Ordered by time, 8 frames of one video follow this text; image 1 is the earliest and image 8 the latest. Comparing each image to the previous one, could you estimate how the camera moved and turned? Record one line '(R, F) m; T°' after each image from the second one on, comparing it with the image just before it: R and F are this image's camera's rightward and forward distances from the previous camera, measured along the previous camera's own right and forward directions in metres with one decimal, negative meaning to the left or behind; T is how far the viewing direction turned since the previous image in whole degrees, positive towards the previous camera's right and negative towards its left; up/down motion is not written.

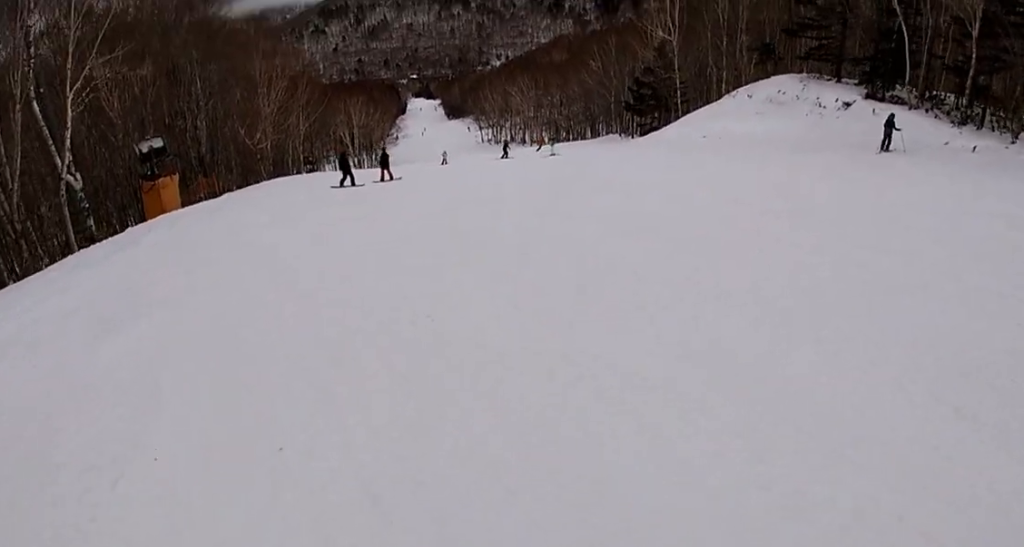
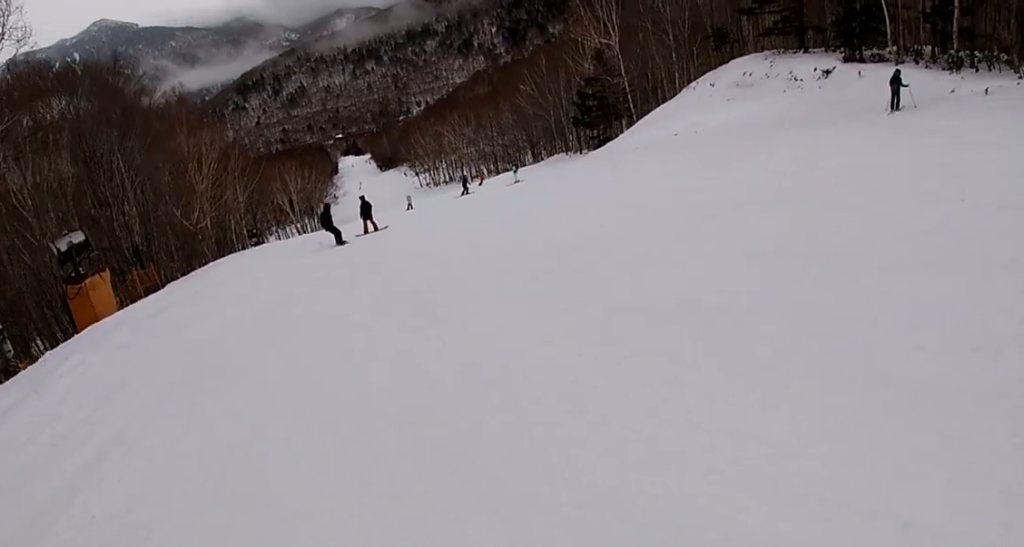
(0.0, +4.2) m; +3°
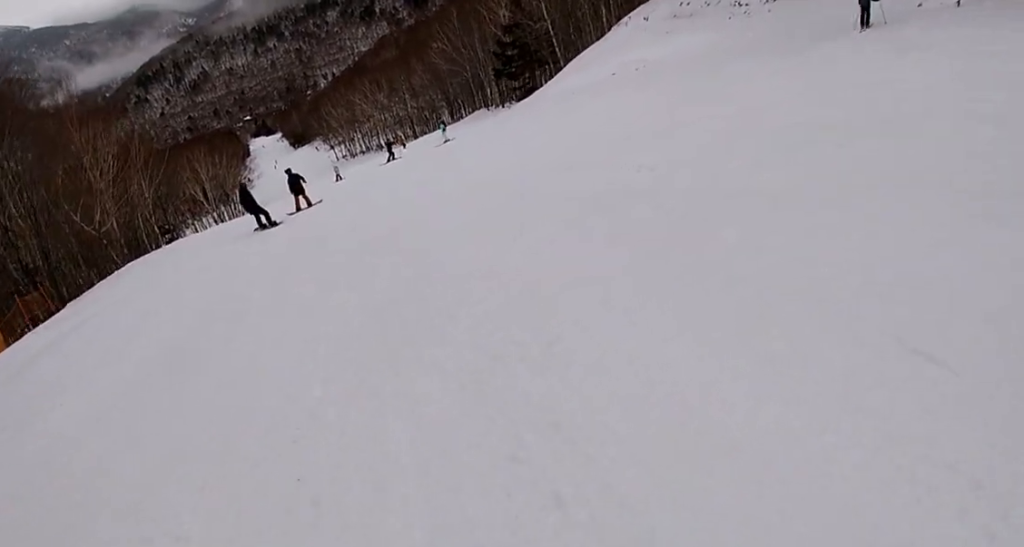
(+0.2, +3.1) m; +4°
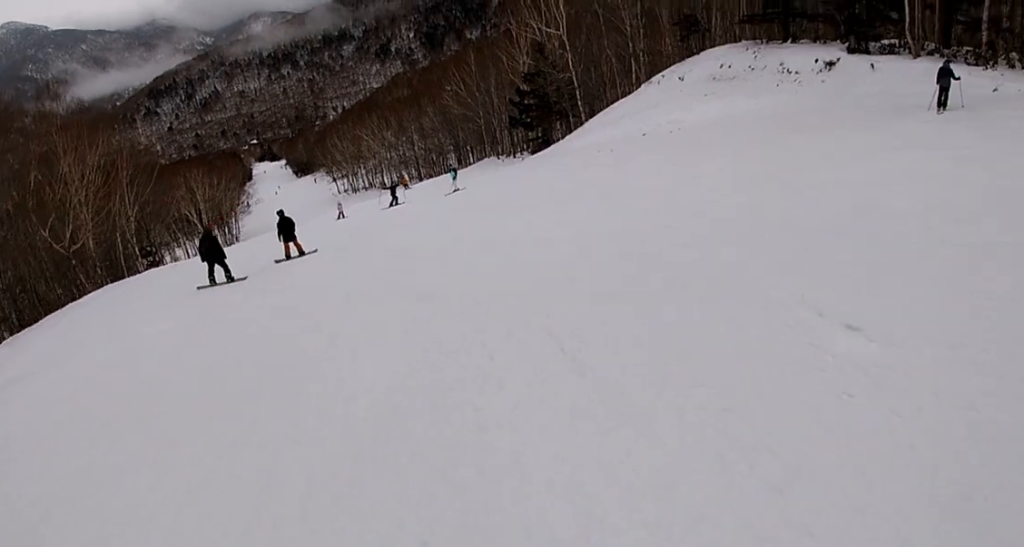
(+0.1, +3.6) m; +4°
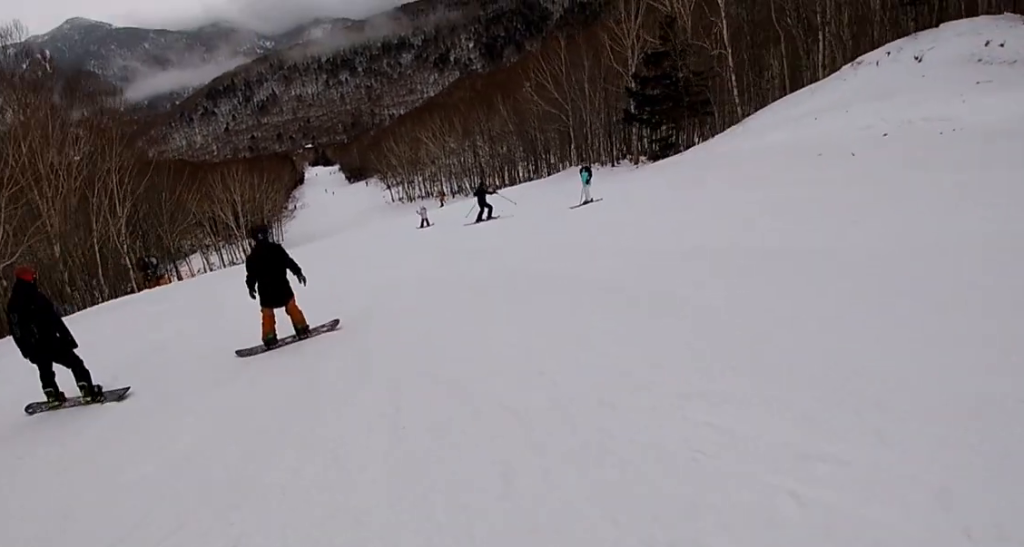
(+1.5, +12.6) m; 0°
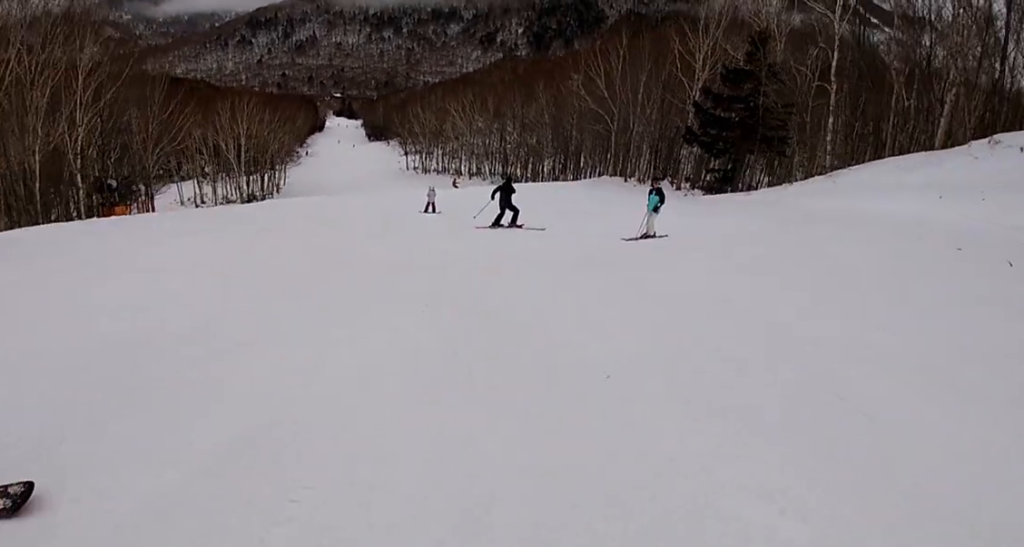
(-0.6, +5.7) m; -9°
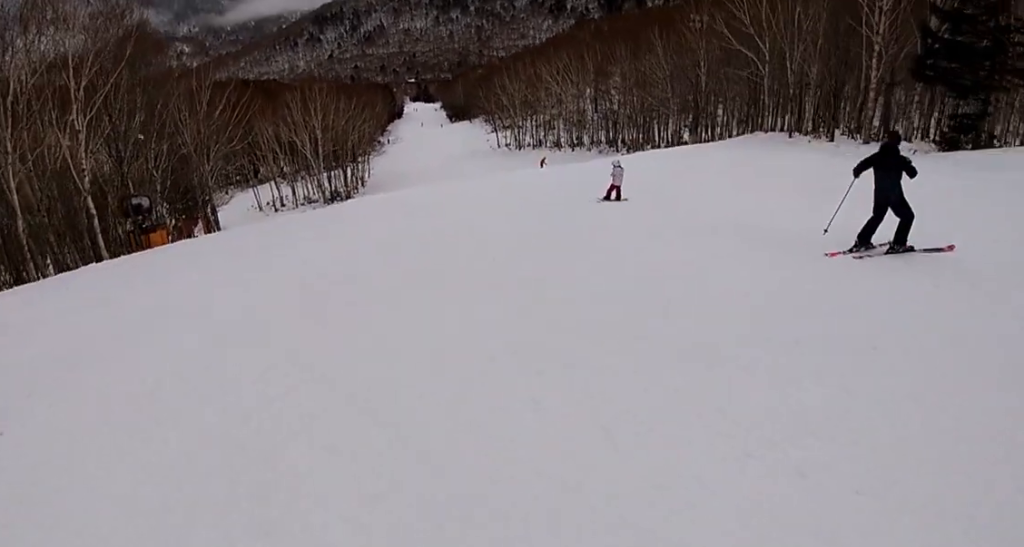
(-1.6, +10.1) m; -4°
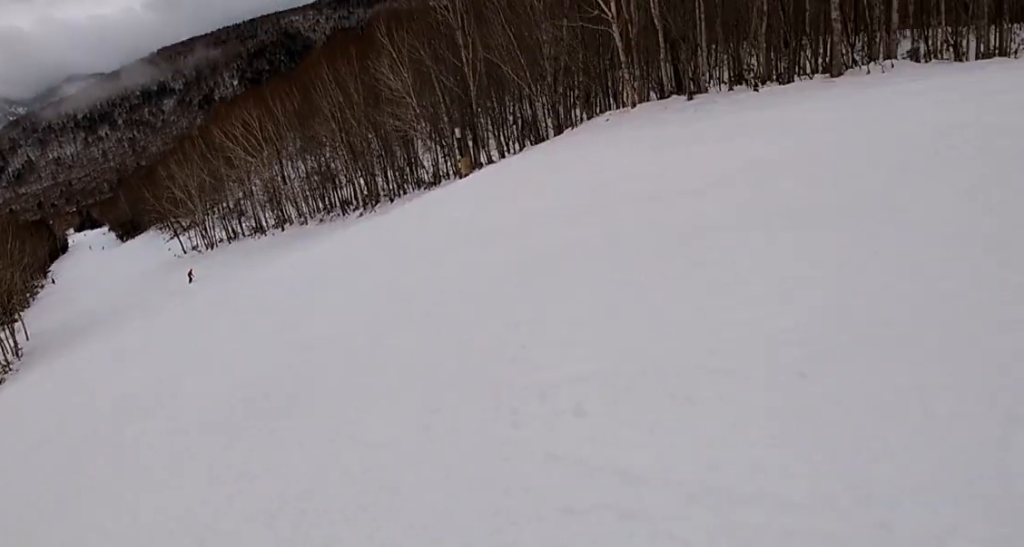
(+8.0, +21.6) m; +36°
